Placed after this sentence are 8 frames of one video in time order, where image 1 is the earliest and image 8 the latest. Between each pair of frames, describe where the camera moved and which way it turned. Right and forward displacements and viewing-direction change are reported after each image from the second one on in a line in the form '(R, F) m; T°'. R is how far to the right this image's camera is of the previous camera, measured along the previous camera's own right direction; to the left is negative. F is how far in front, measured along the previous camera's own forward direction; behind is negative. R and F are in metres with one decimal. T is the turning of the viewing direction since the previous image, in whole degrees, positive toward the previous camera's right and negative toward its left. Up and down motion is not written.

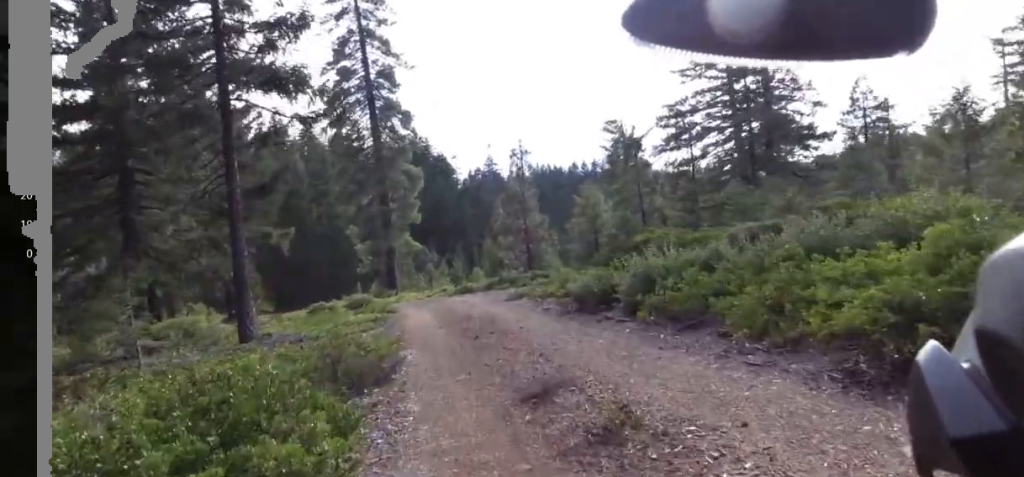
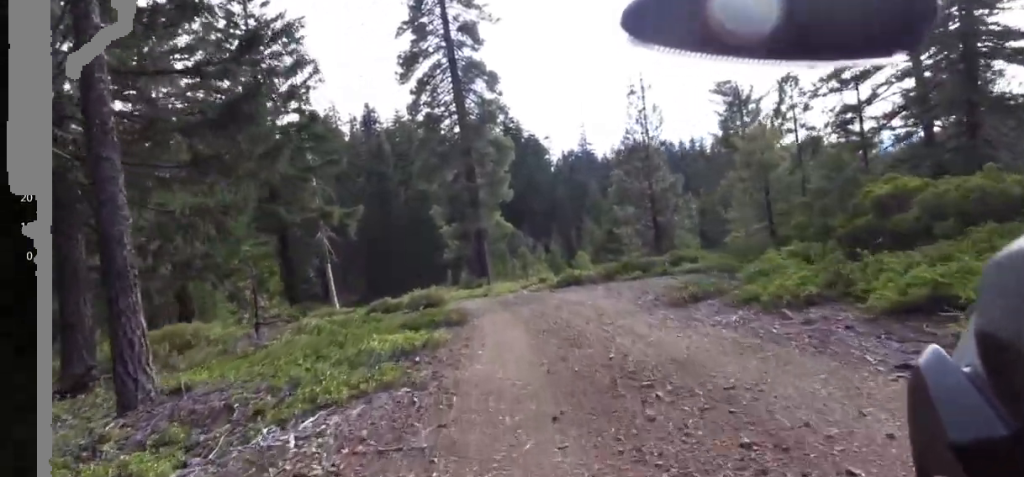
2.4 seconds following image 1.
(-1.3, +10.2) m; +6°
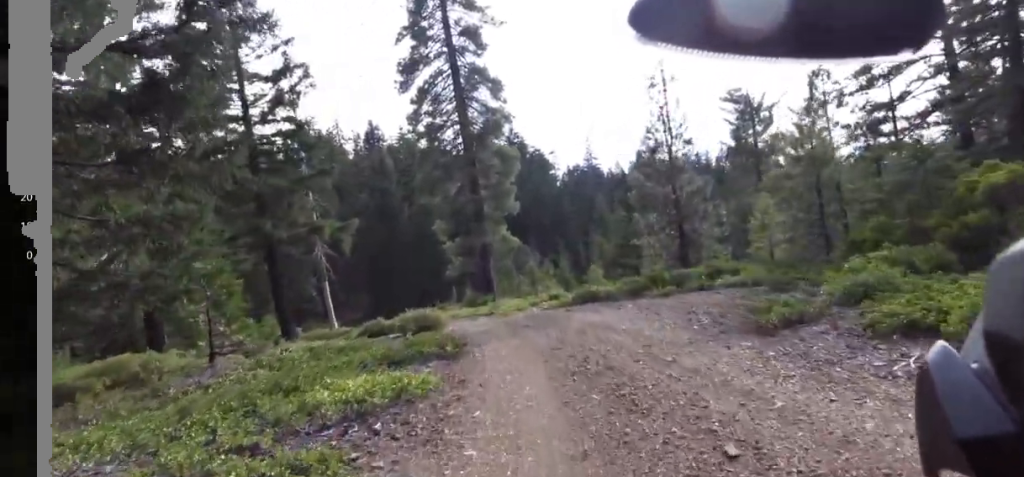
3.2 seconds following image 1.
(+0.6, +2.8) m; +5°
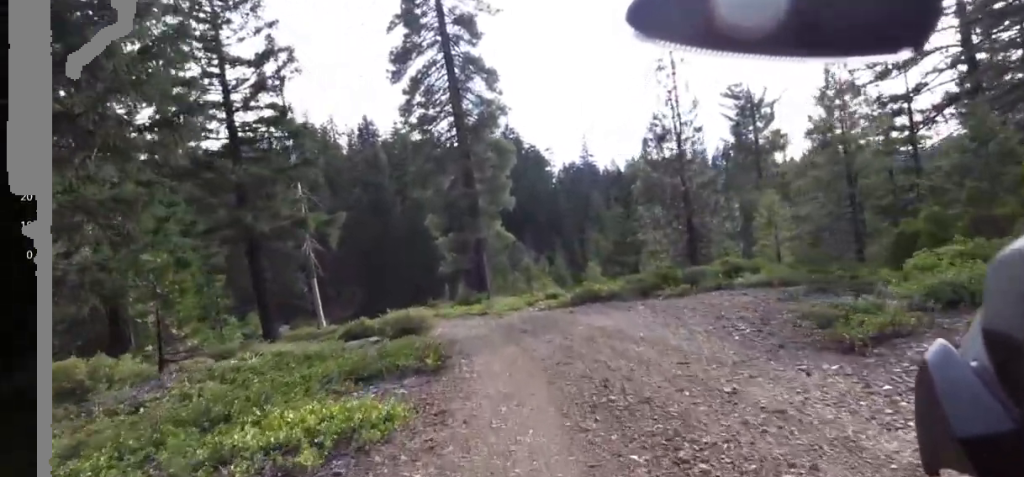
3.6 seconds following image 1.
(+0.8, +1.7) m; +1°
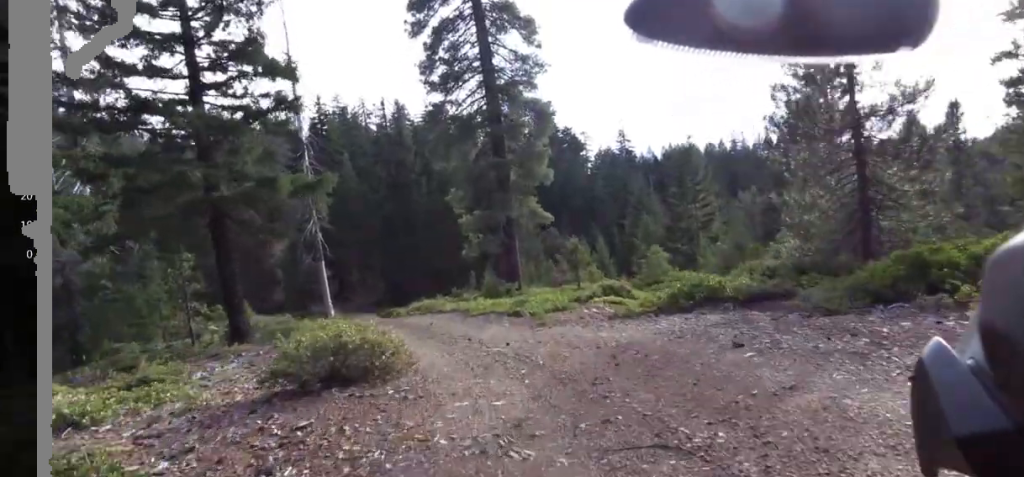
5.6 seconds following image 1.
(-3.3, +7.2) m; -29°
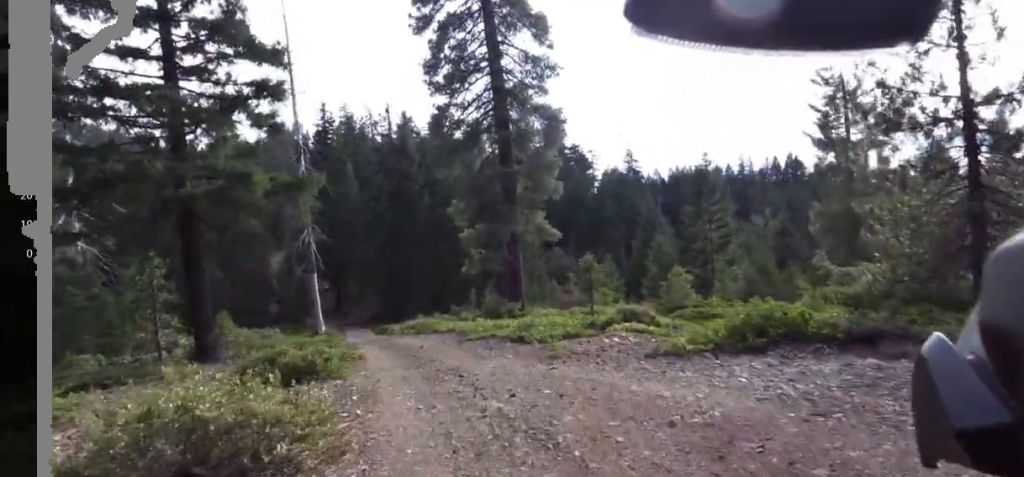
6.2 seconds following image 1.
(0.0, +2.8) m; -1°
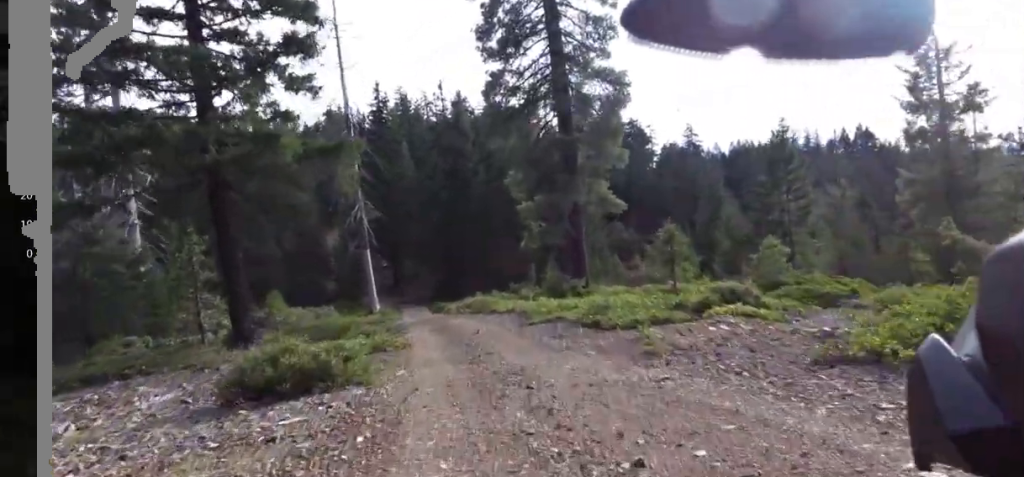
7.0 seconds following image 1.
(0.0, +3.3) m; -4°
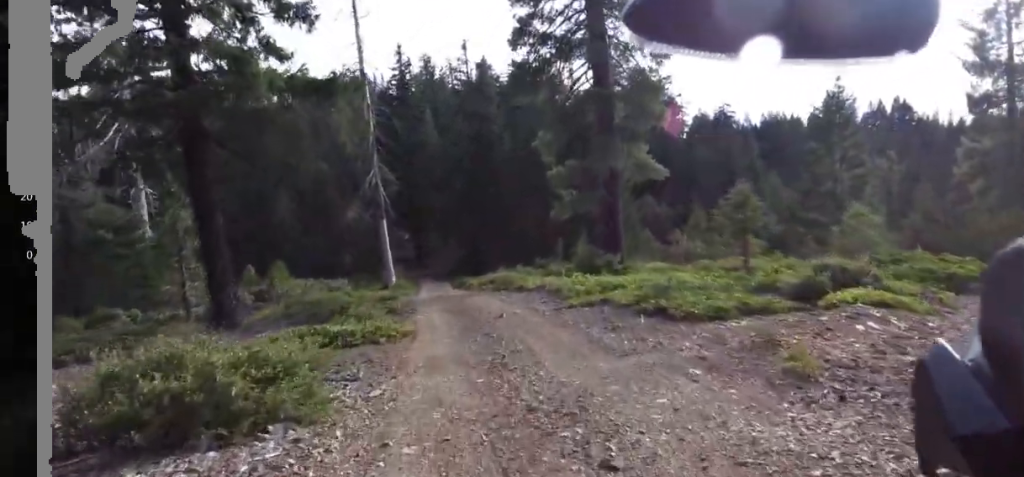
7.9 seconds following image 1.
(-0.2, +3.9) m; -6°
